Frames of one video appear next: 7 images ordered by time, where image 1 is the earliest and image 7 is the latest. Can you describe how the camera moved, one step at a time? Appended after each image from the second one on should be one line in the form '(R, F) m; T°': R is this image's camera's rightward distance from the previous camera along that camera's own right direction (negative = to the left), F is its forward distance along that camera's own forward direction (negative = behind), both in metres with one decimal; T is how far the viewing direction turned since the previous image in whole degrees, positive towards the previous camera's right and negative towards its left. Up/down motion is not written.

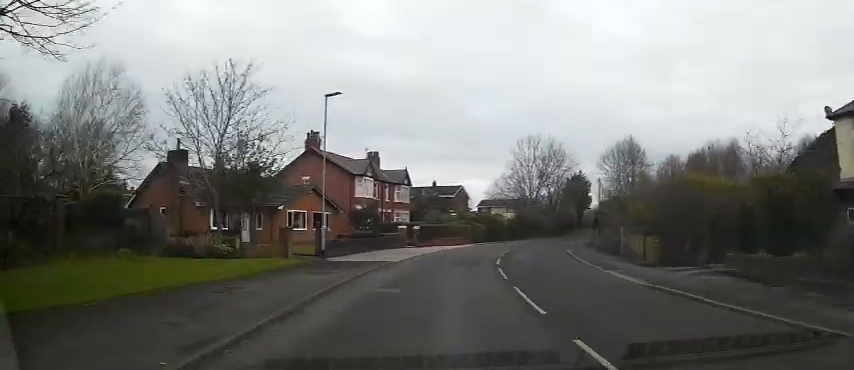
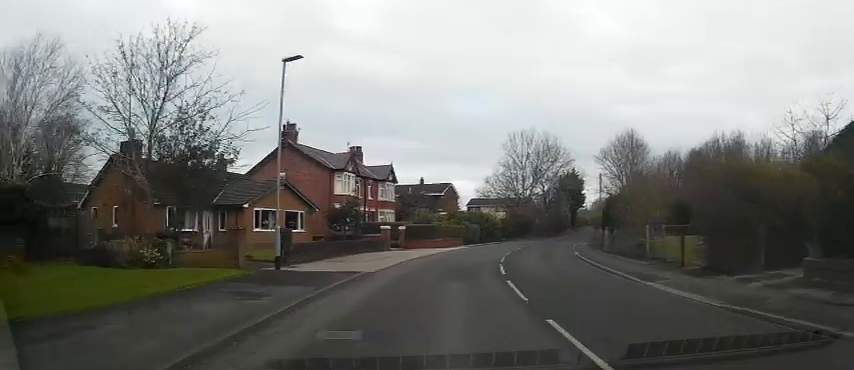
(0.0, +4.1) m; +1°
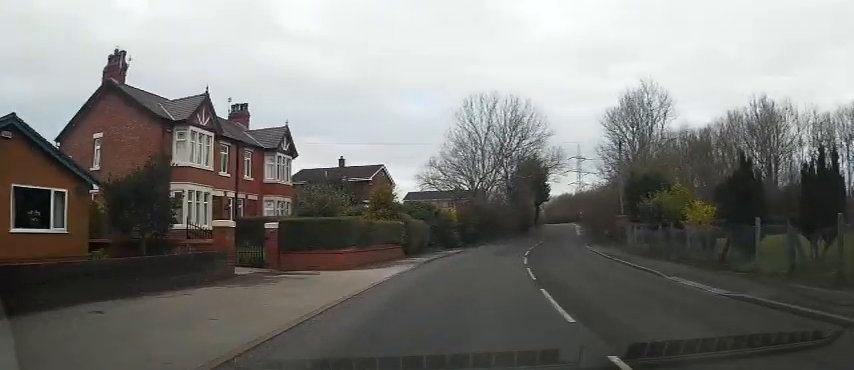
(+1.1, +20.0) m; +9°
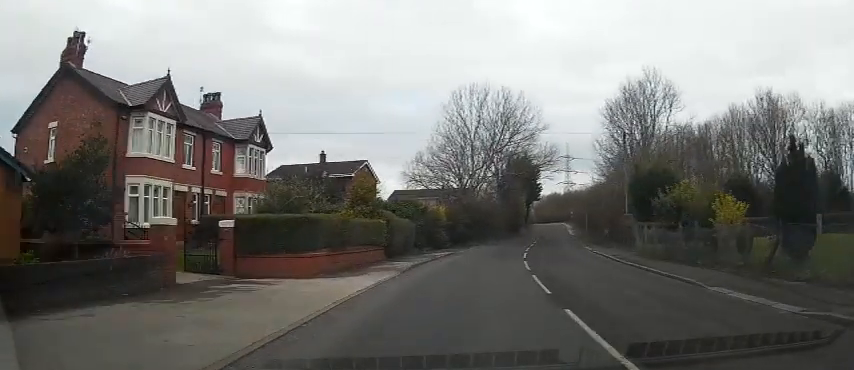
(0.0, +3.1) m; +2°
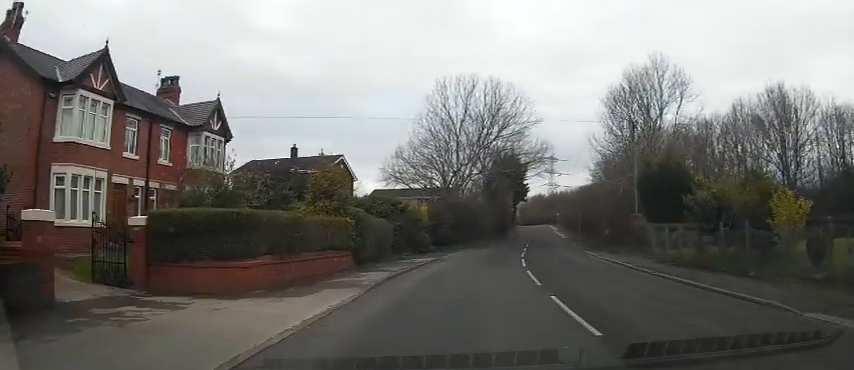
(+0.2, +4.1) m; +2°
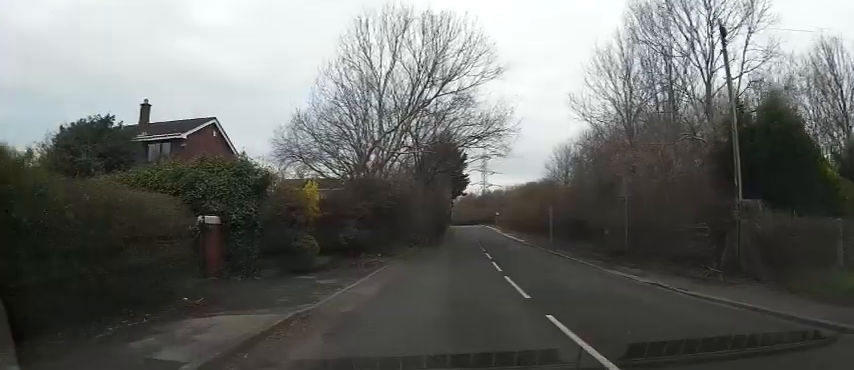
(+0.7, +14.3) m; +6°
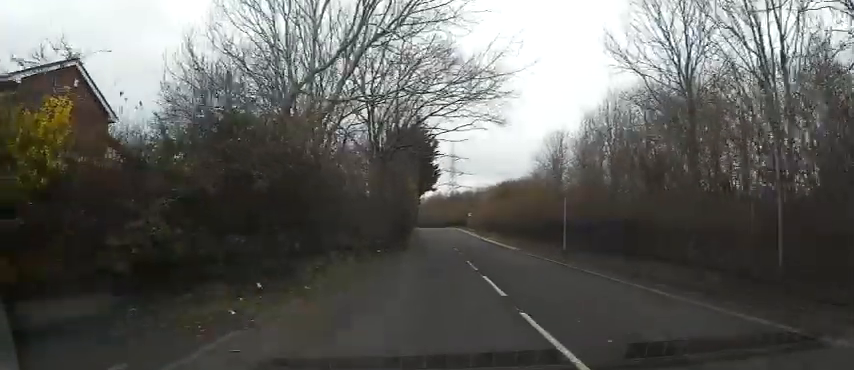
(+0.6, +11.3) m; +4°
